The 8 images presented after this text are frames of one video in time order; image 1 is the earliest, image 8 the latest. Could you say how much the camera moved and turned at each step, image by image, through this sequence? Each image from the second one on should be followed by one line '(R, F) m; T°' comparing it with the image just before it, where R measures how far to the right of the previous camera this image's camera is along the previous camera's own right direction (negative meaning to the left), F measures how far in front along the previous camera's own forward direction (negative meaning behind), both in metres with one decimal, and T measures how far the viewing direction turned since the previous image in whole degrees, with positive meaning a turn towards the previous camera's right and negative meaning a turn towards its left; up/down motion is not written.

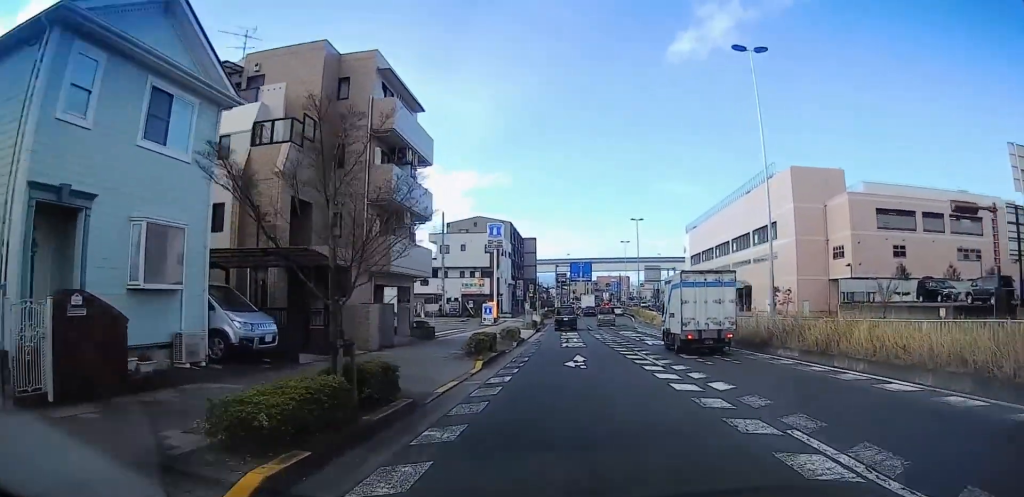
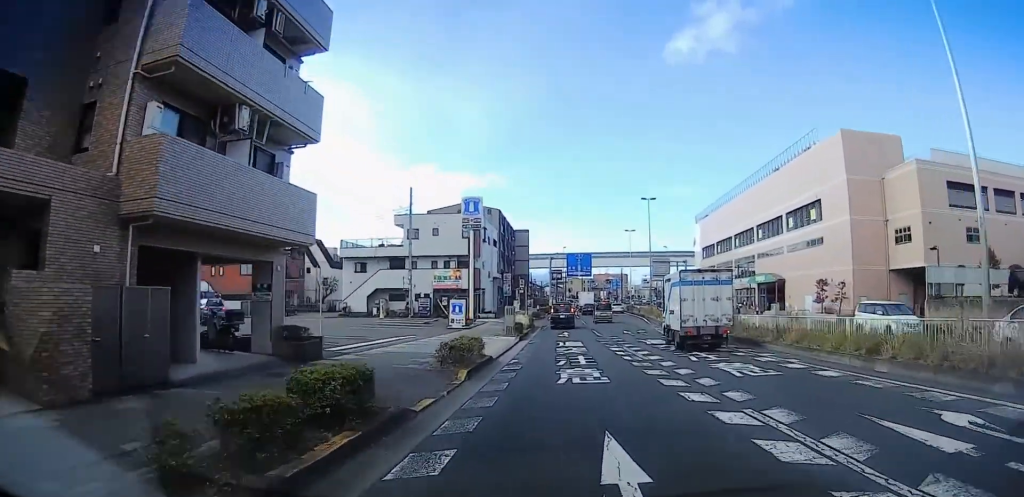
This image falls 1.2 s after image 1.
(0.0, +13.6) m; 0°
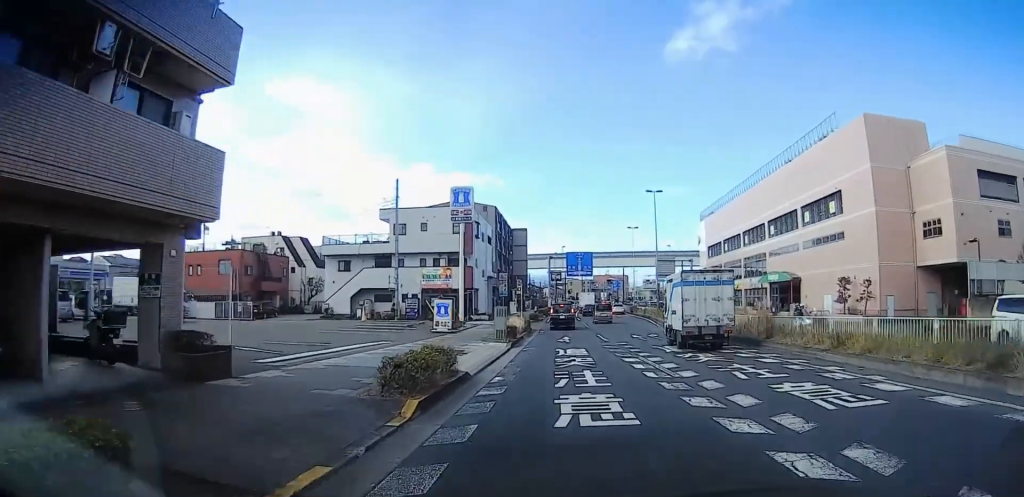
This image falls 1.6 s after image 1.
(0.0, +4.6) m; 0°
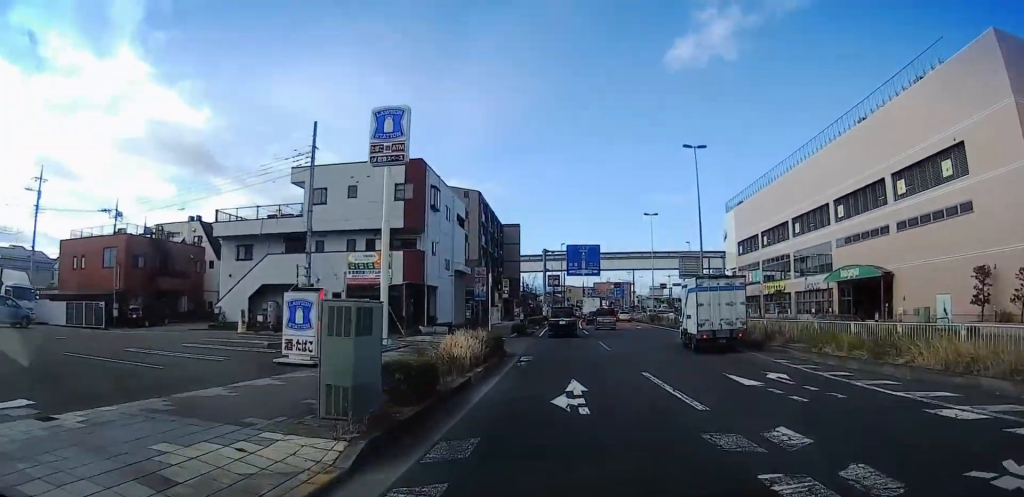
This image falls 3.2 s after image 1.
(0.0, +18.6) m; -3°
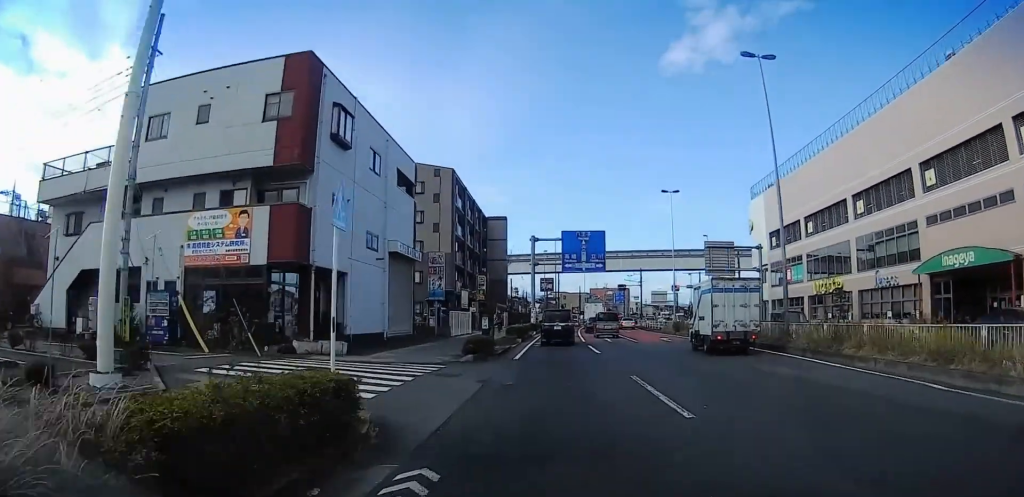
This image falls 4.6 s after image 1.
(-0.5, +15.4) m; +1°
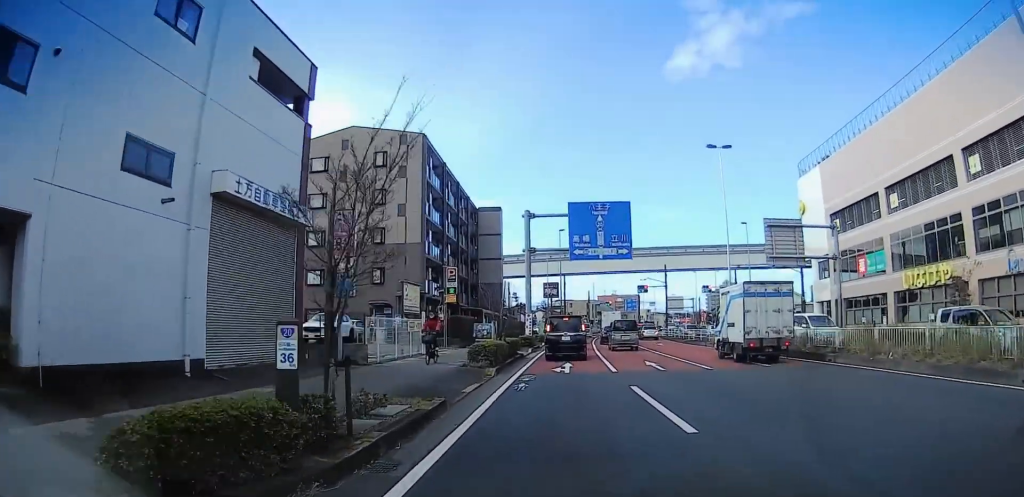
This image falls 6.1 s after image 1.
(+0.7, +17.0) m; +1°
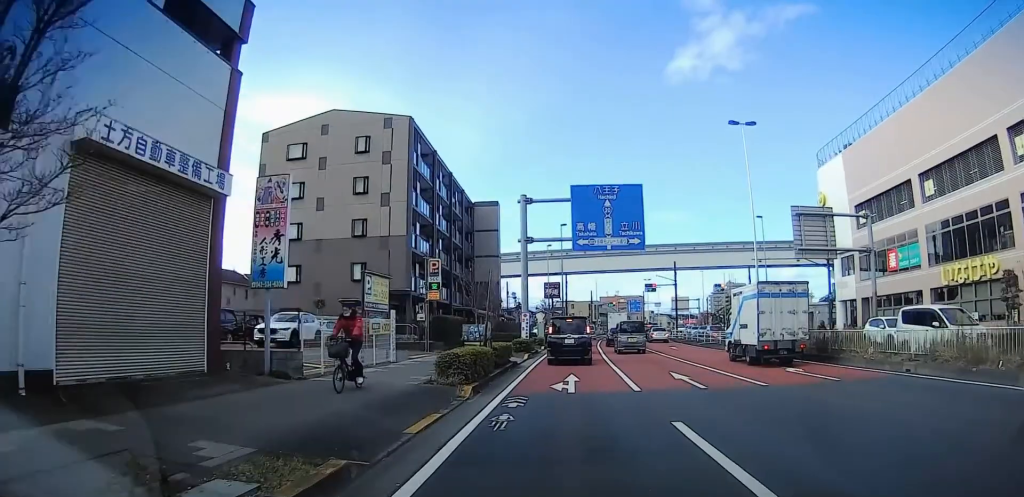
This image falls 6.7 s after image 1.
(-0.1, +5.7) m; -1°
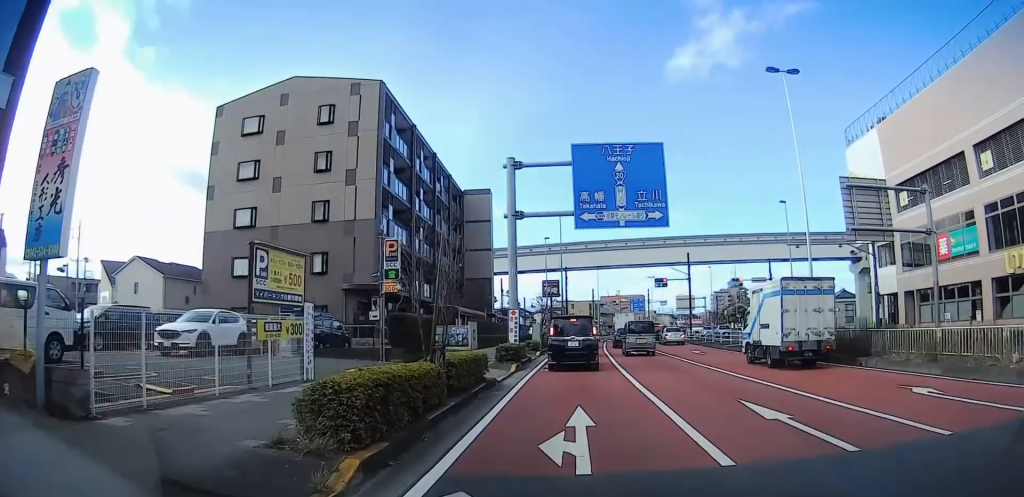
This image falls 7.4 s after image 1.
(-0.1, +7.7) m; -1°
